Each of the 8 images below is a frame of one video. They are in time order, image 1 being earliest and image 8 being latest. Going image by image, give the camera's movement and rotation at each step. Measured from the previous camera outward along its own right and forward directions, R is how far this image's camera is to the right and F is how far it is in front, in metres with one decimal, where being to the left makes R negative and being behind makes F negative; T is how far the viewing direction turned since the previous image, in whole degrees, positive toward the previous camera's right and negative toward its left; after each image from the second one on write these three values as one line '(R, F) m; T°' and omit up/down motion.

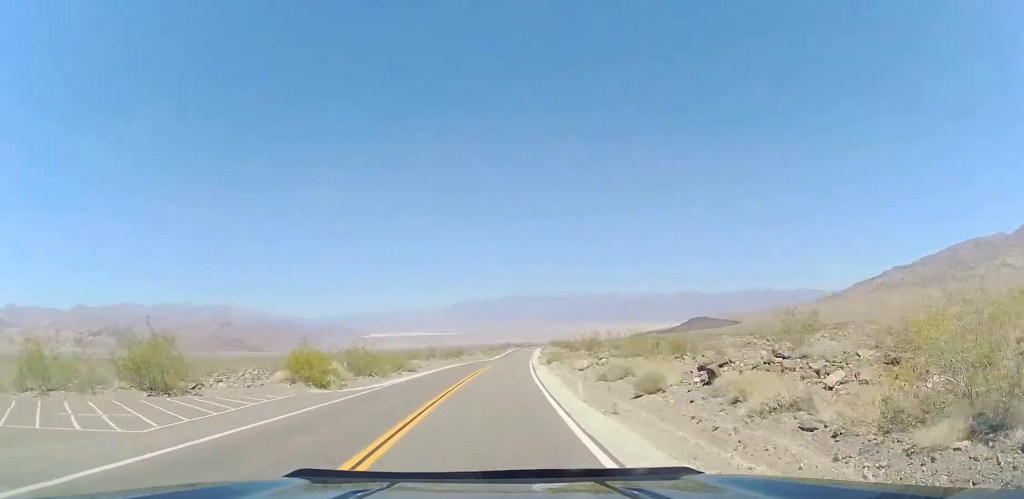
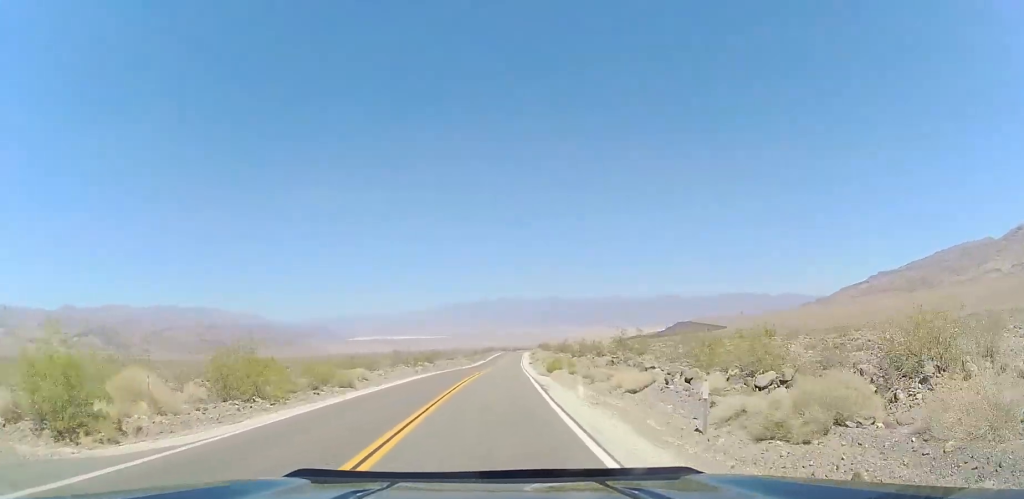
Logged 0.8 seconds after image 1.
(0.0, +15.1) m; 0°
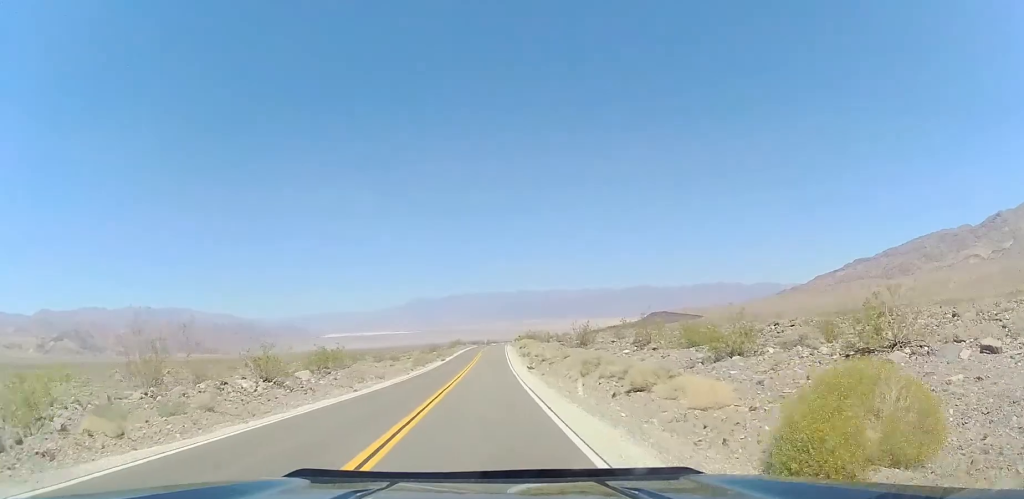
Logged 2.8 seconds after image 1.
(0.0, +42.1) m; 0°
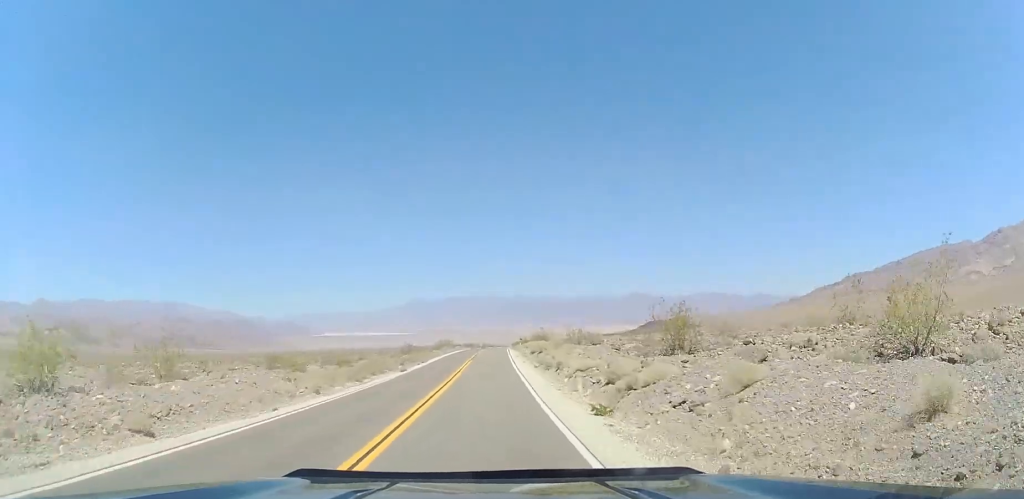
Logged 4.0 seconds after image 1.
(0.0, +25.7) m; 0°
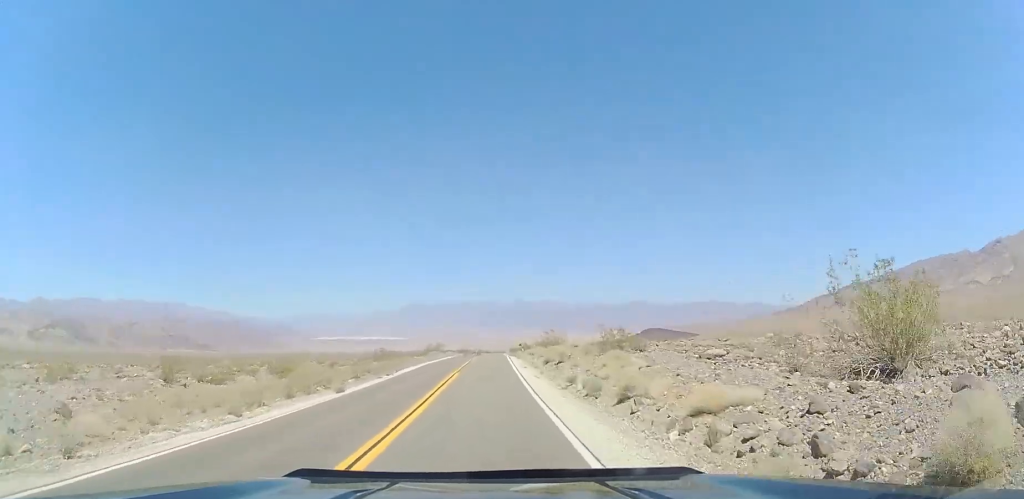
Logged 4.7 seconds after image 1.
(0.0, +14.6) m; +1°
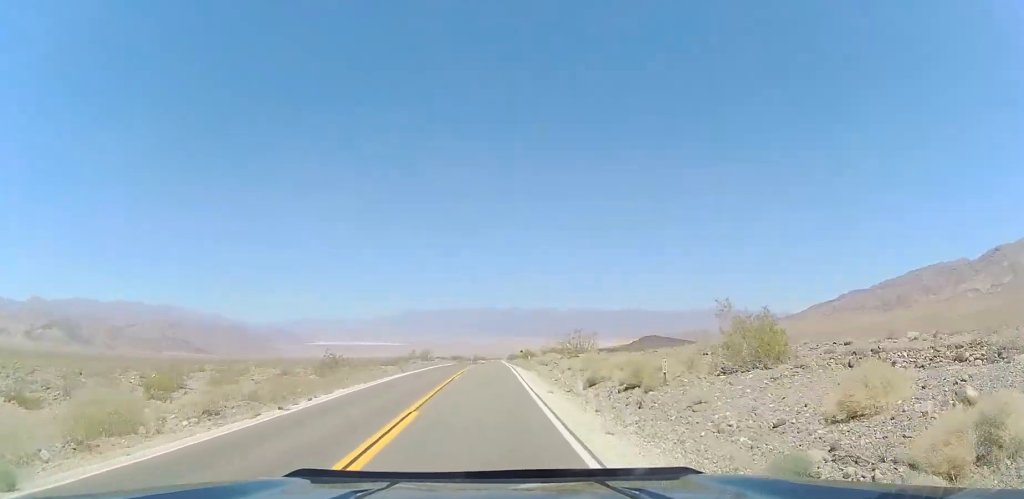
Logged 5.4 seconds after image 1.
(-0.1, +16.2) m; +2°
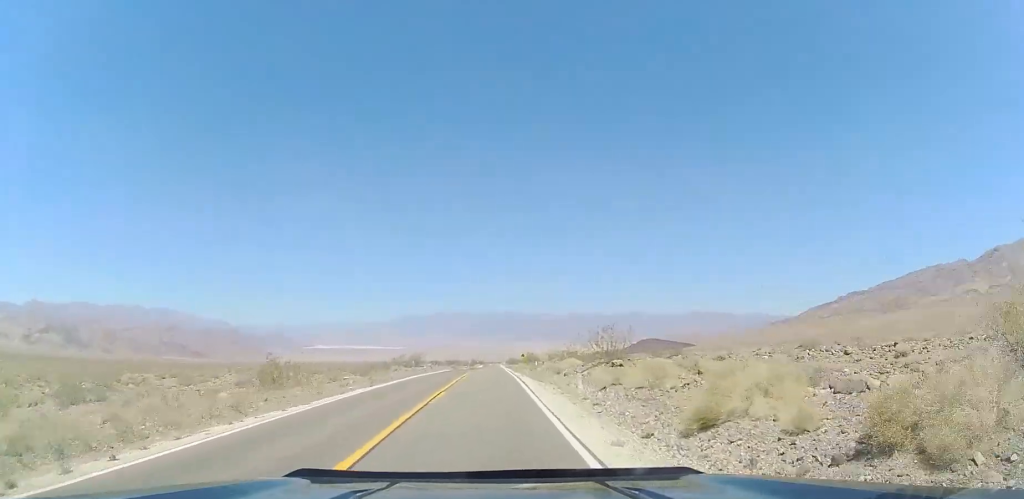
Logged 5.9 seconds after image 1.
(+0.3, +10.4) m; +1°
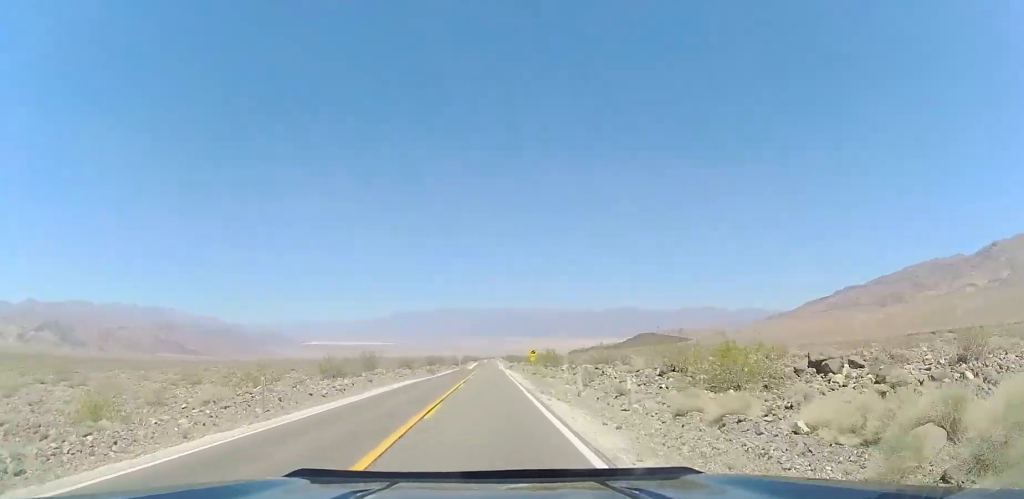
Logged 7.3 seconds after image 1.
(+0.9, +32.2) m; +1°
